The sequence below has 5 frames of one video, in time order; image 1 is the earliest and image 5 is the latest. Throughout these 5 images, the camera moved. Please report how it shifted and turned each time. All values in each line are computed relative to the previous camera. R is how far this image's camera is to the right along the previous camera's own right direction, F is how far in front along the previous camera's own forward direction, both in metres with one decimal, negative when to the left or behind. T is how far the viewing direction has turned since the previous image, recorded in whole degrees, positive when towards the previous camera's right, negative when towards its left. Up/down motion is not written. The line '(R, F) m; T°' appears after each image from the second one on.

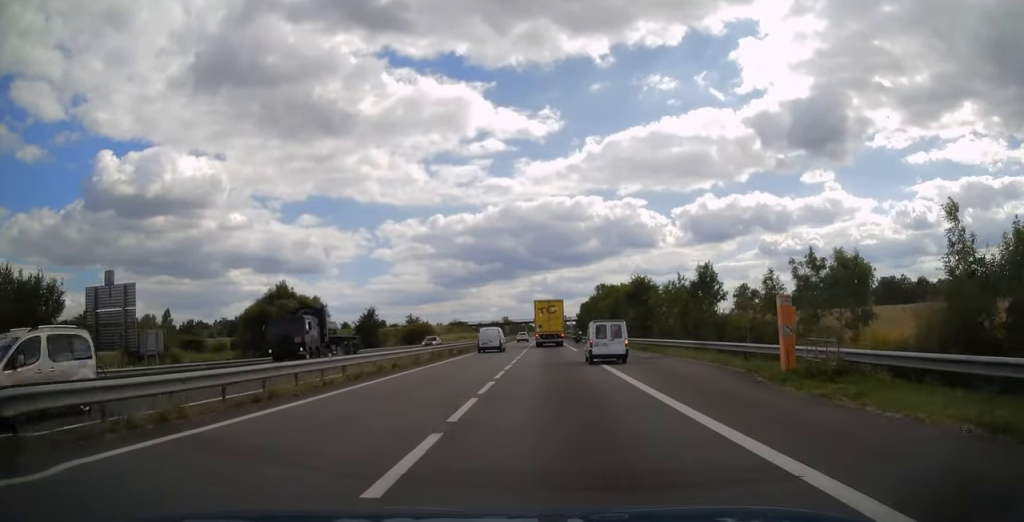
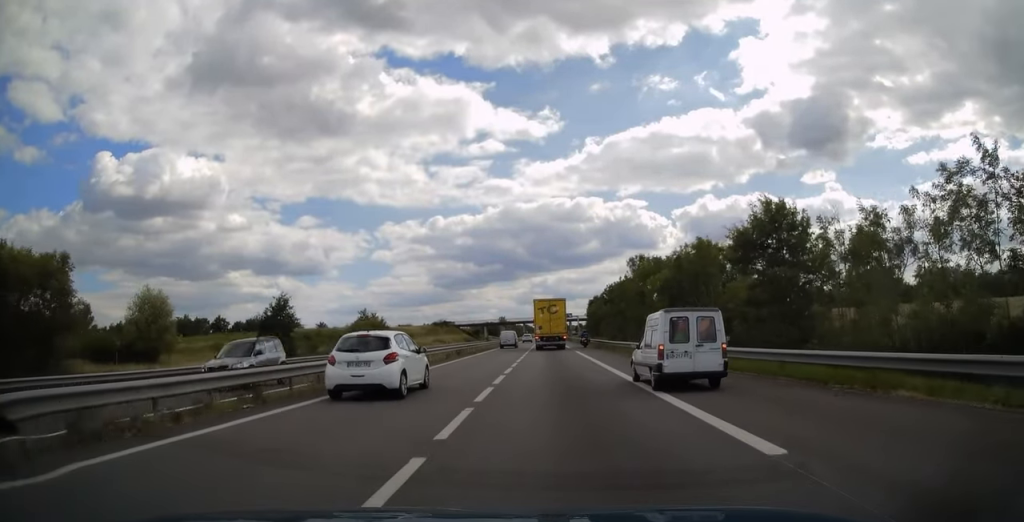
(0.0, +36.1) m; 0°
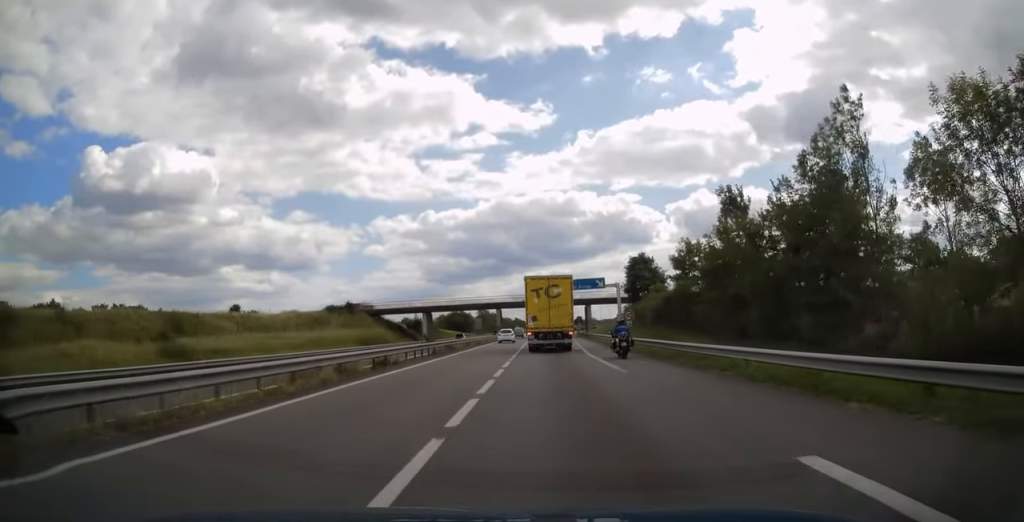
(0.0, +89.7) m; +1°
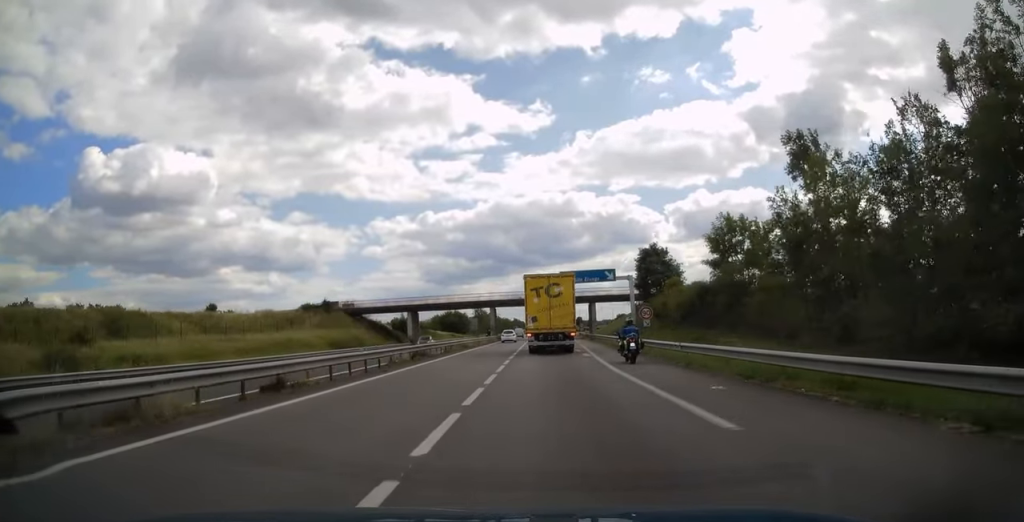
(0.0, +10.1) m; 0°
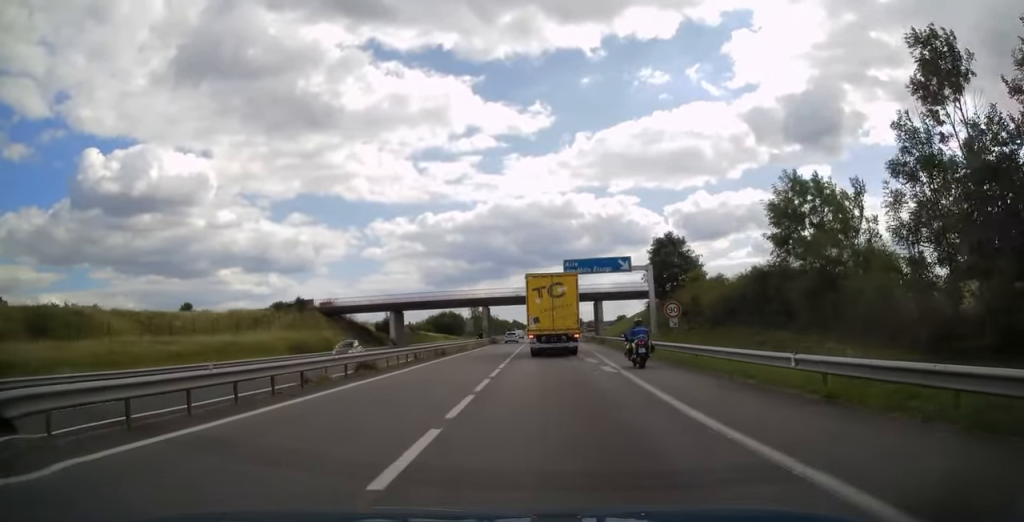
(+0.2, +9.7) m; 0°
